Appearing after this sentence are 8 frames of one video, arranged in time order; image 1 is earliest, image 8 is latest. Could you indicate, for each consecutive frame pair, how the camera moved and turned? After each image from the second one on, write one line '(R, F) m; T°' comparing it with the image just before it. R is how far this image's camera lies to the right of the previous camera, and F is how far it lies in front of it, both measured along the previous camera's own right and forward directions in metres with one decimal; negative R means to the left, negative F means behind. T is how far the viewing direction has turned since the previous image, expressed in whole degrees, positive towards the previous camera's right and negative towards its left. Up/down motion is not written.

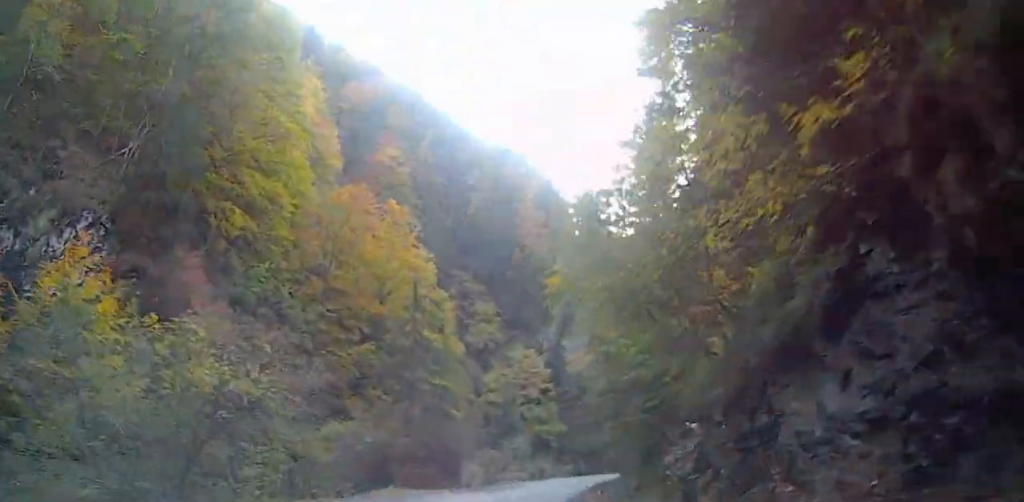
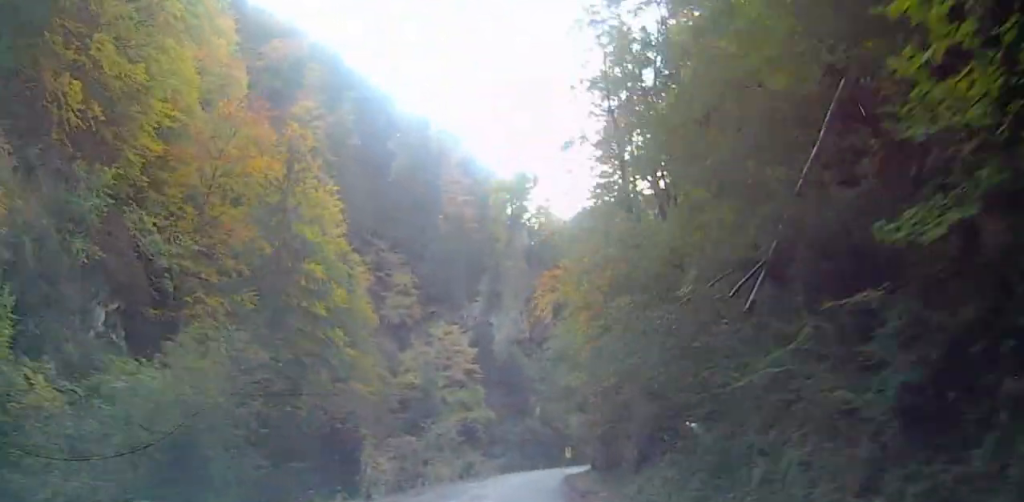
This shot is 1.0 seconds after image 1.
(+2.2, +16.2) m; +9°
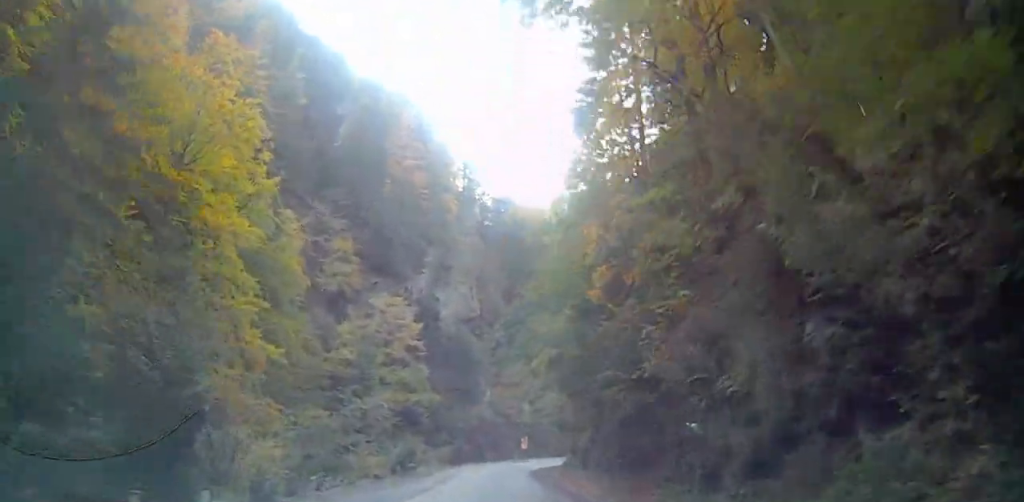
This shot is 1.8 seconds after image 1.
(+0.1, +12.8) m; +5°
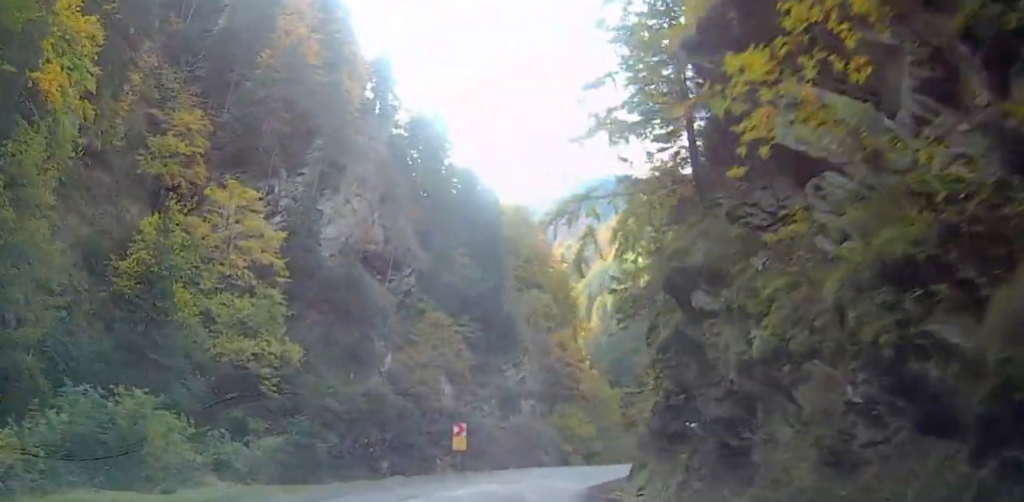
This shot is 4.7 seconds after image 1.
(+5.0, +42.8) m; +11°
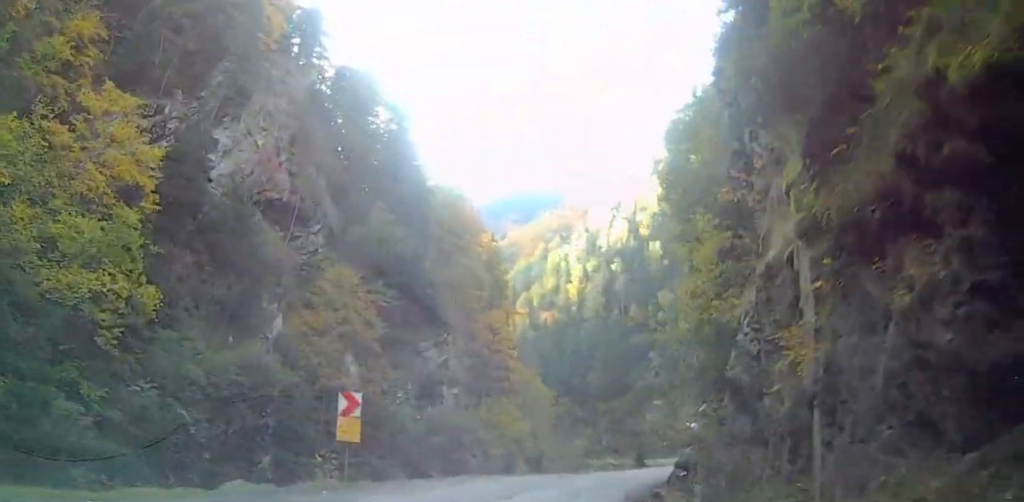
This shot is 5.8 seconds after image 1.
(+1.3, +15.2) m; +6°
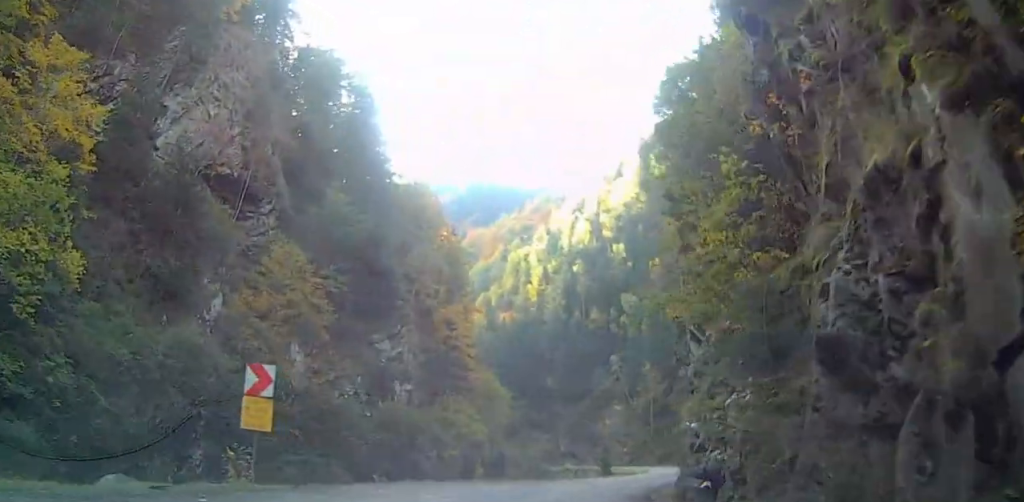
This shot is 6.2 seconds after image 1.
(+0.2, +5.2) m; +2°
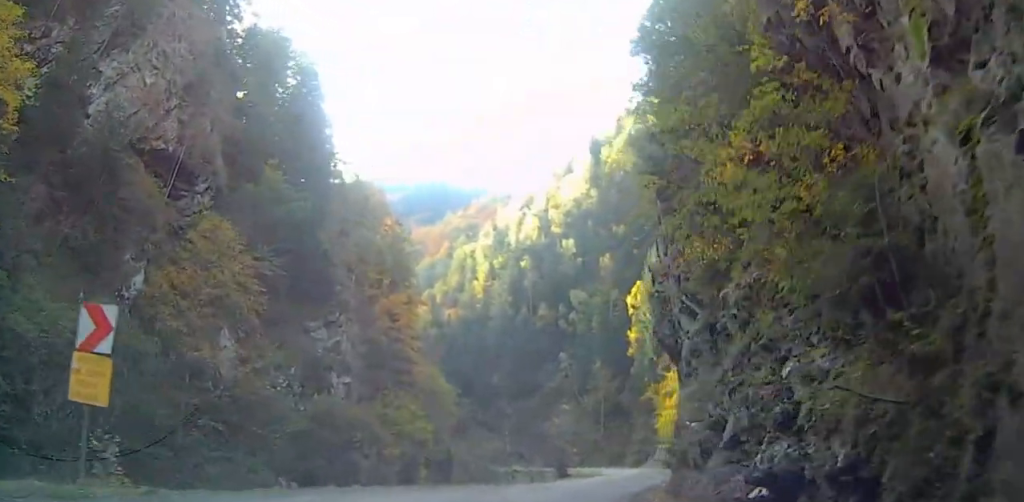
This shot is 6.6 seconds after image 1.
(-0.3, +5.1) m; +2°
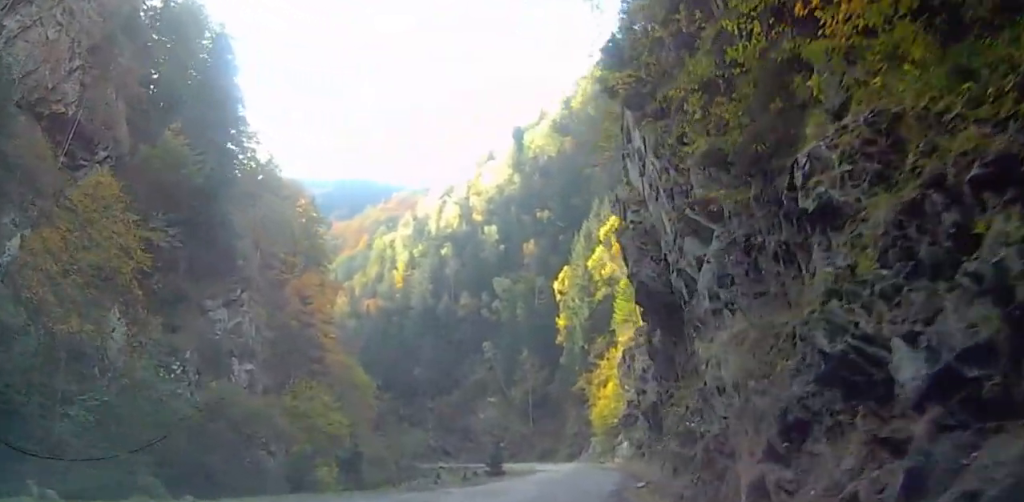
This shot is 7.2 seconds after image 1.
(-0.3, +7.2) m; +3°
